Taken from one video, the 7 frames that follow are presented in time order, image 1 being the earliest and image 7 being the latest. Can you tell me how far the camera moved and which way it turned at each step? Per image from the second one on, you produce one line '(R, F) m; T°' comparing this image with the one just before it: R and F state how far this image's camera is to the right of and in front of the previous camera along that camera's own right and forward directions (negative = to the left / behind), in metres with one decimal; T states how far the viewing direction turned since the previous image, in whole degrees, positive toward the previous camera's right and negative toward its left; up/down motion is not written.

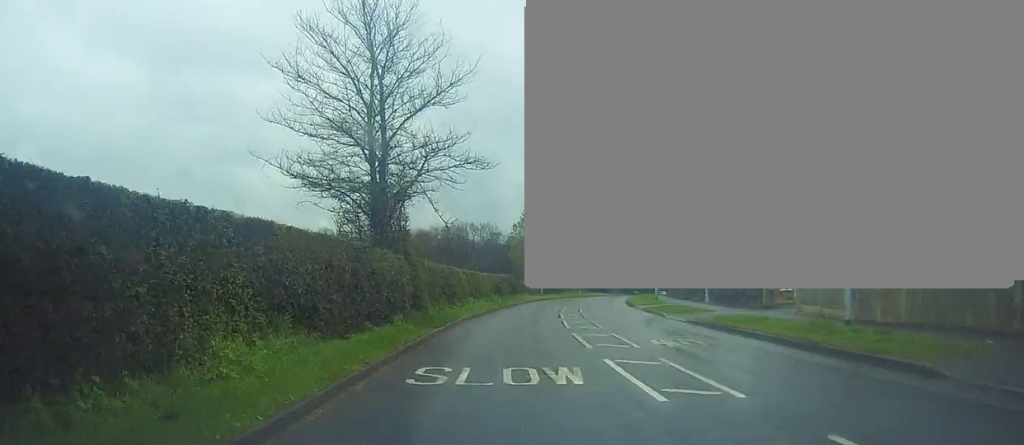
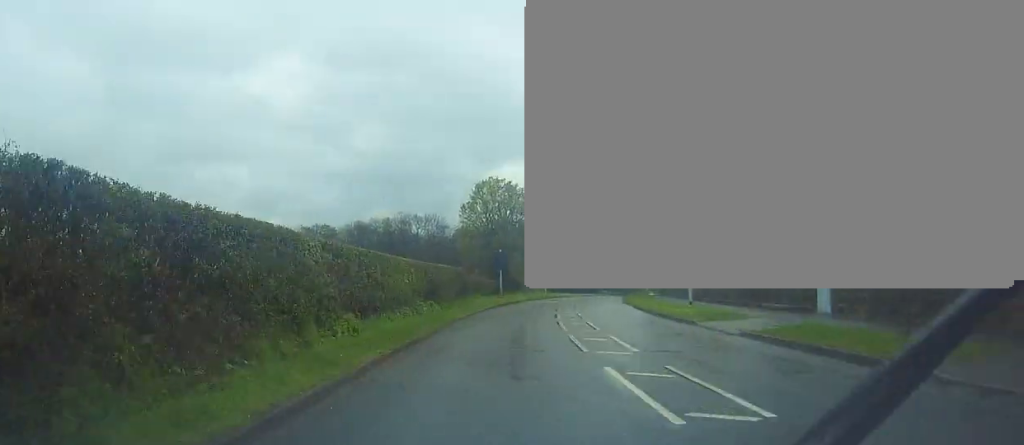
(+0.2, +19.4) m; +4°
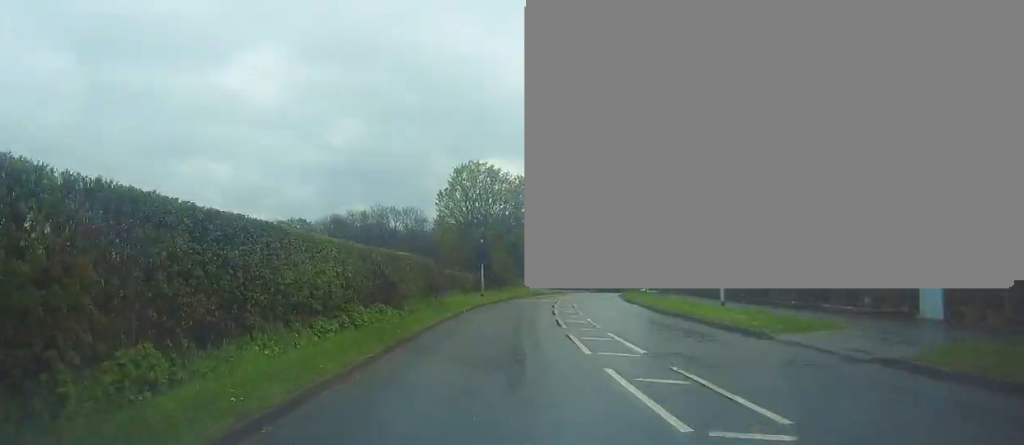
(+0.1, +7.0) m; +3°
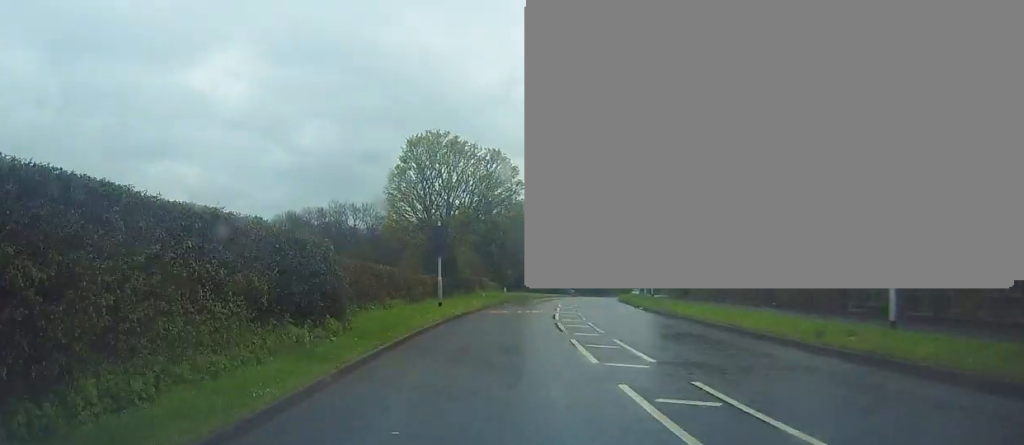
(+0.6, +13.6) m; +3°
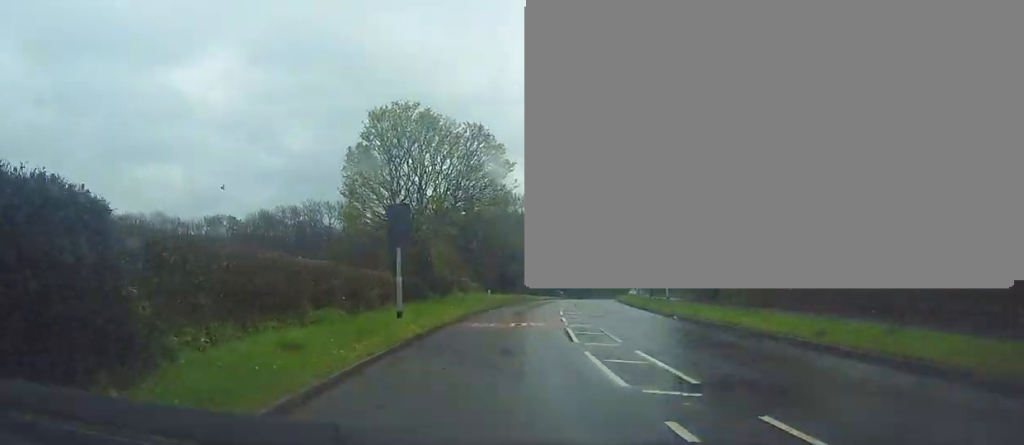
(0.0, +8.4) m; 0°
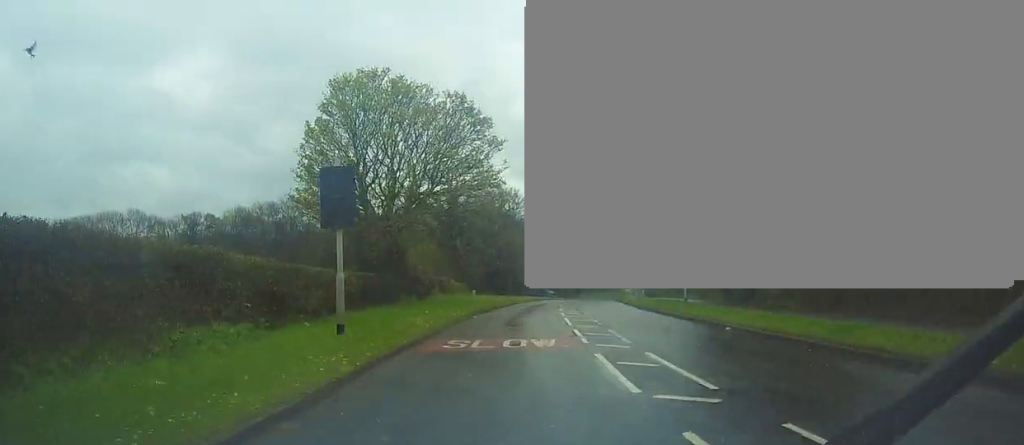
(0.0, +6.4) m; +2°
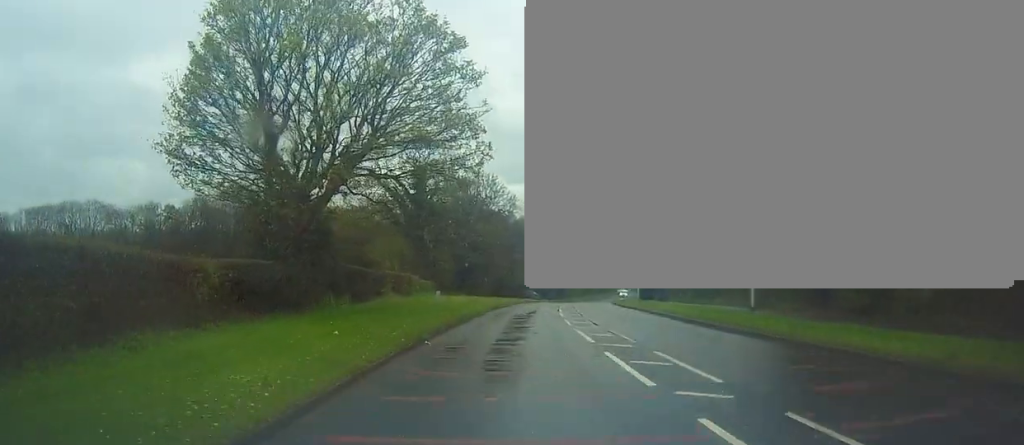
(+0.3, +11.7) m; +2°
